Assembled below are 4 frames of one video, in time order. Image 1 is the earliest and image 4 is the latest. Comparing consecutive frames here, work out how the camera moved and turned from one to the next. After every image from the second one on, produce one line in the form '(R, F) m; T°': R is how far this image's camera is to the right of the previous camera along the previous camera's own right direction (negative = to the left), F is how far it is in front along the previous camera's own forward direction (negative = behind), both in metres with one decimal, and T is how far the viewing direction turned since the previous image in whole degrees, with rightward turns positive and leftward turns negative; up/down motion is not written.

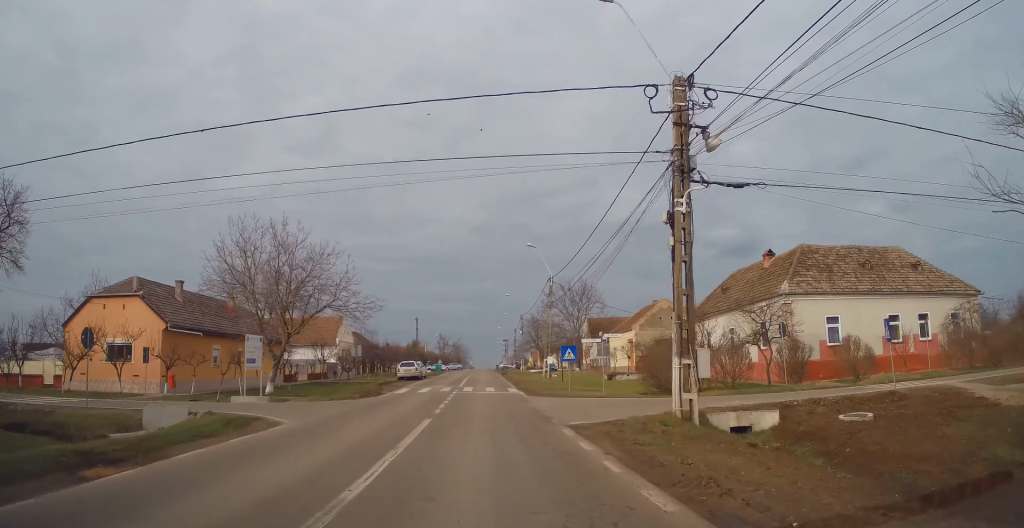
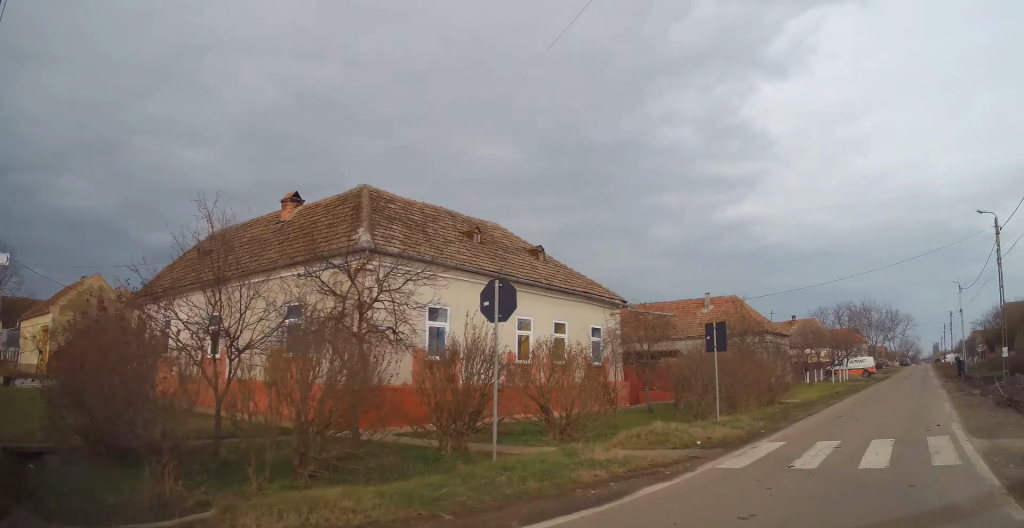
(+2.1, +23.6) m; +38°
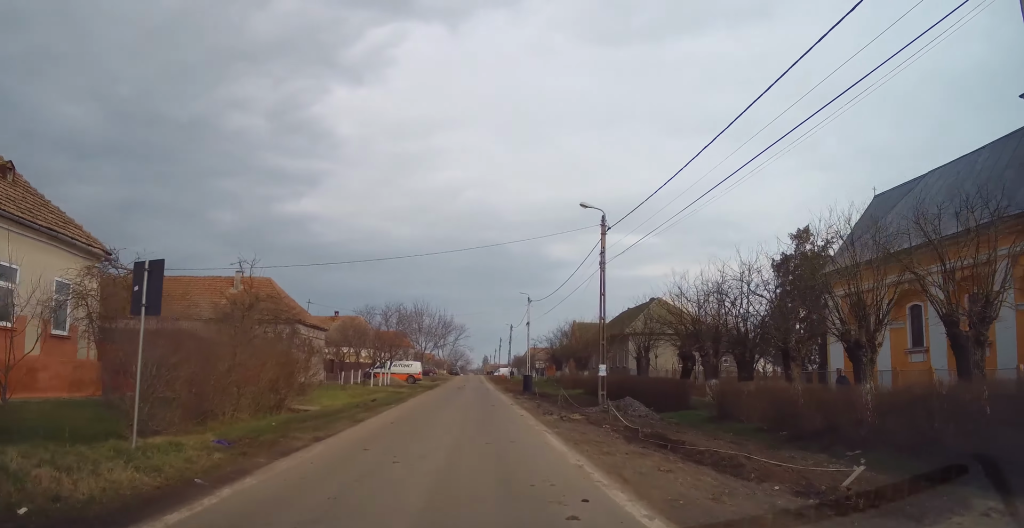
(+3.5, +6.4) m; +44°
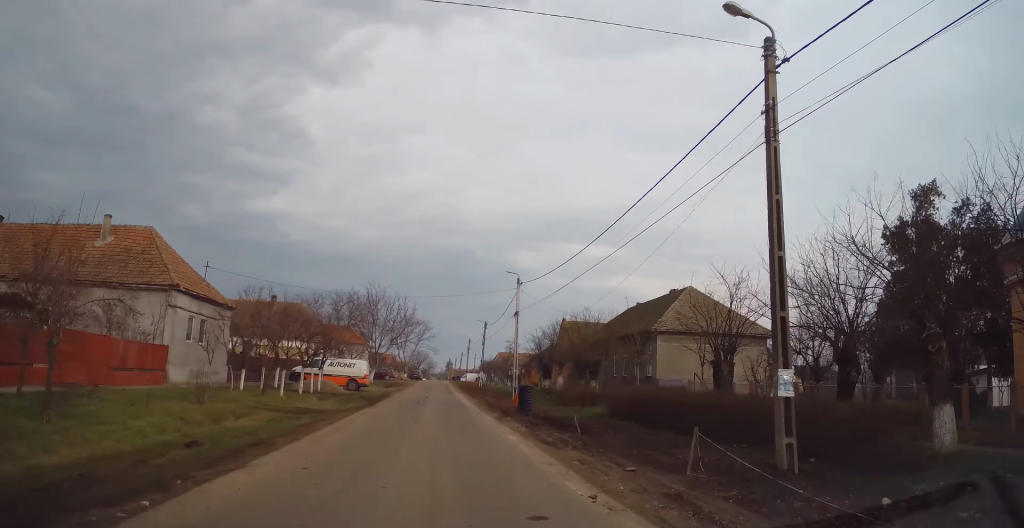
(+1.8, +12.9) m; +11°
